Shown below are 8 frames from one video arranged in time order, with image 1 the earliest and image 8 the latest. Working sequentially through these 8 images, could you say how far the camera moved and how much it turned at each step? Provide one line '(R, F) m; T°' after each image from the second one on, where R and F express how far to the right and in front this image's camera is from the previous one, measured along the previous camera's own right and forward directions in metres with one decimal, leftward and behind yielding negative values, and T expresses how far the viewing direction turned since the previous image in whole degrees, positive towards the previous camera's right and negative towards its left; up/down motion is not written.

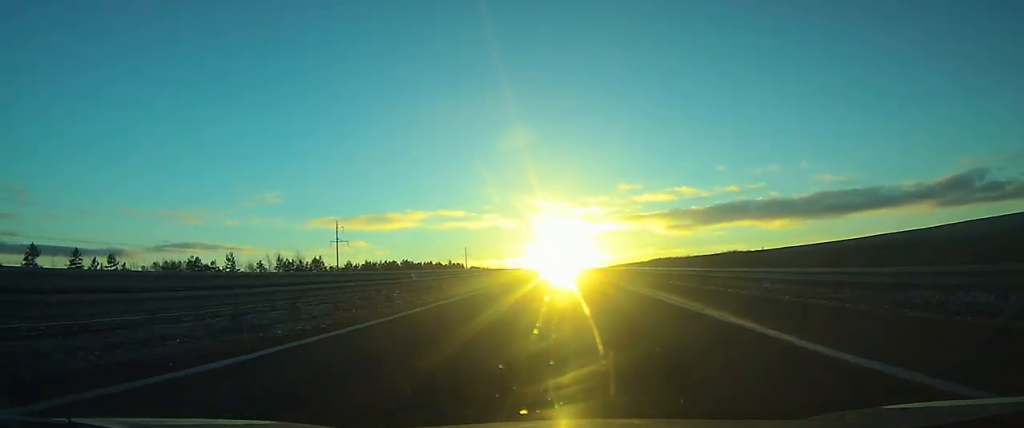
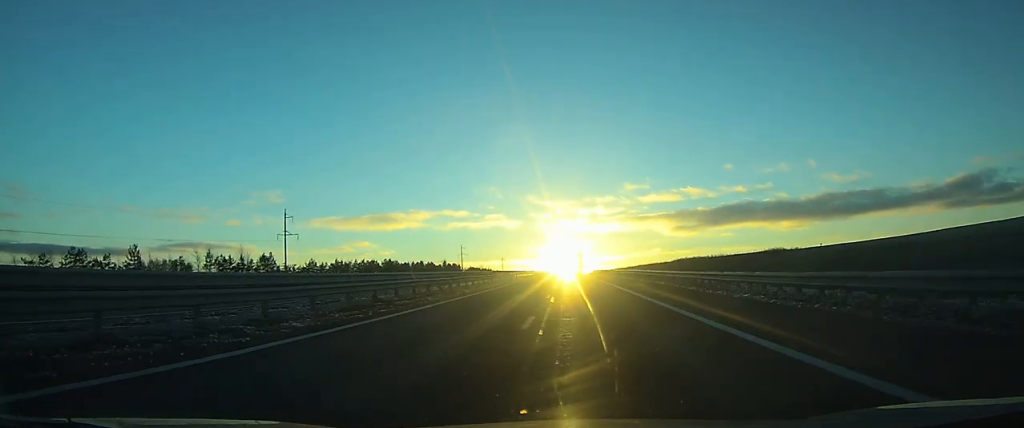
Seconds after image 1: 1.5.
(-0.2, +37.1) m; 0°
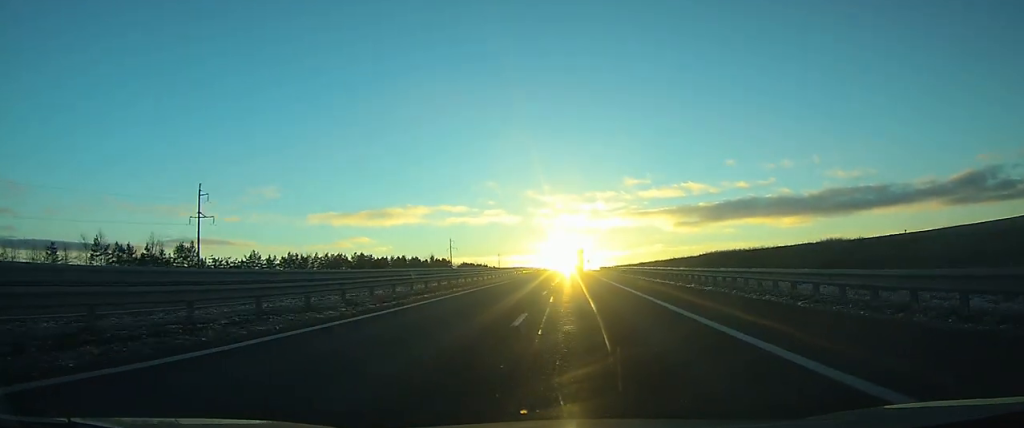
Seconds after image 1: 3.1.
(-0.1, +35.2) m; 0°
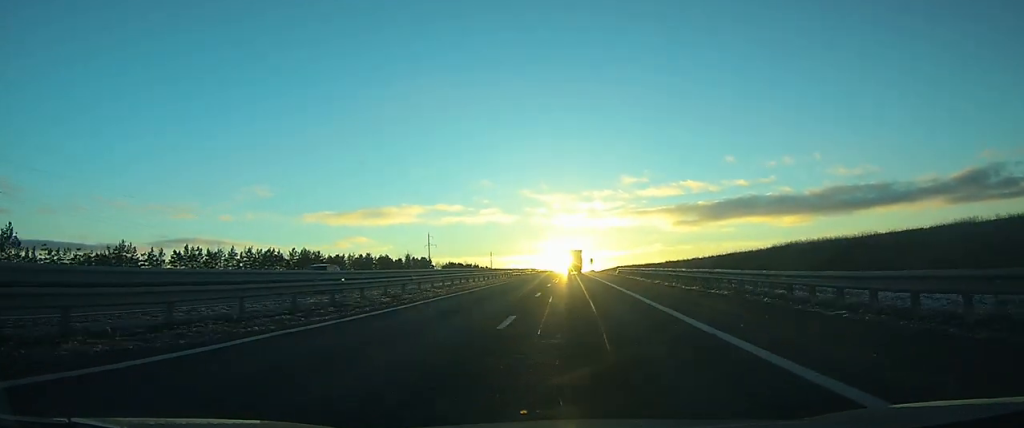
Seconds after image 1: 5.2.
(+0.2, +47.0) m; 0°
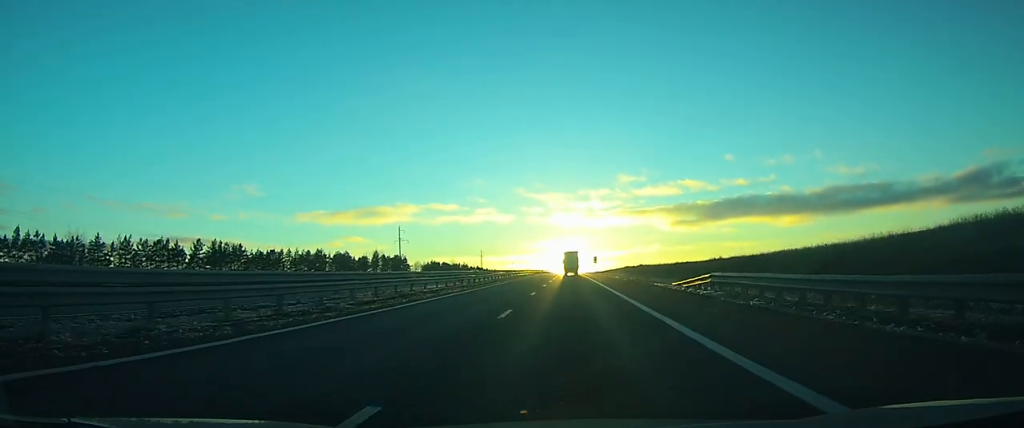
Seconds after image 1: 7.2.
(+0.2, +45.5) m; 0°
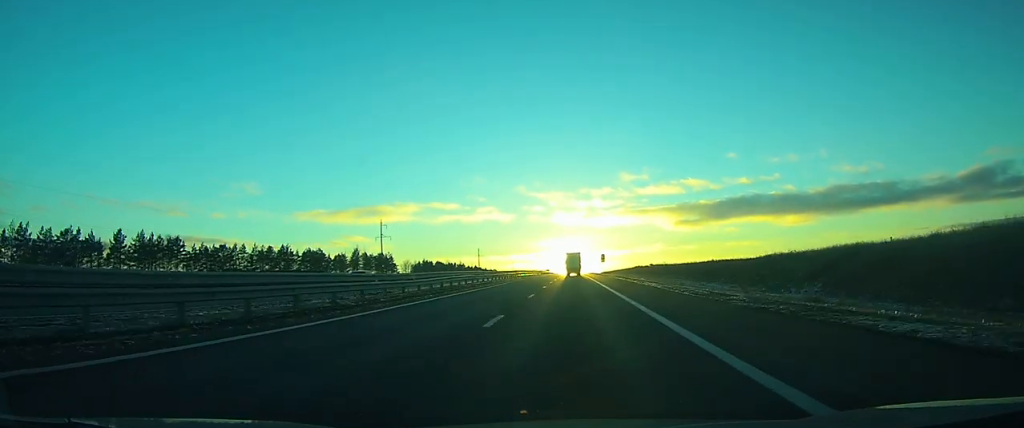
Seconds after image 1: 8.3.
(0.0, +26.7) m; 0°
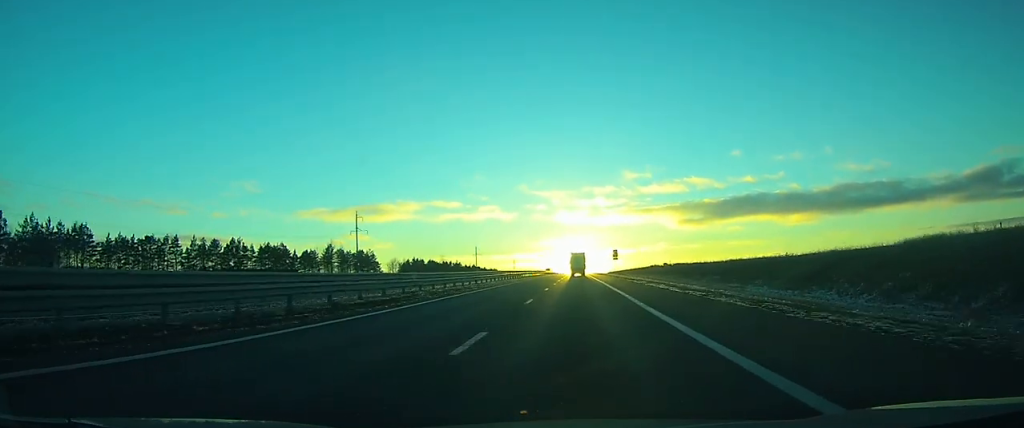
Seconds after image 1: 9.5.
(-0.1, +28.4) m; 0°
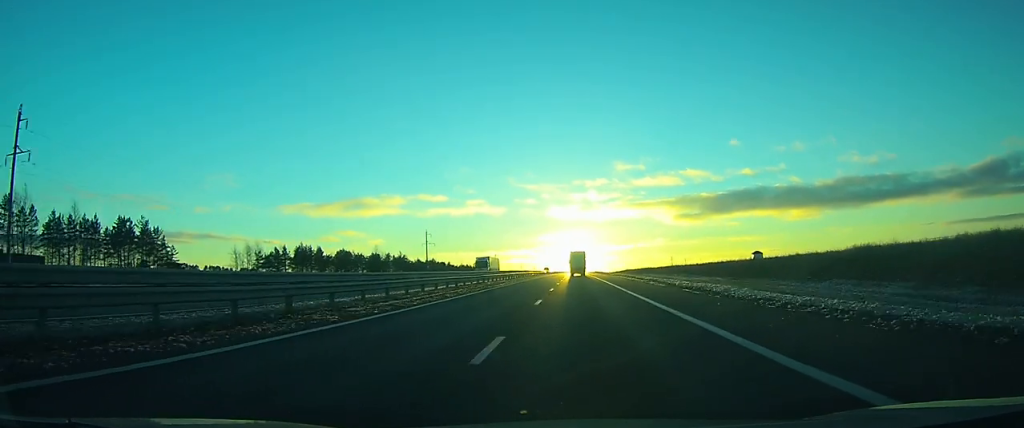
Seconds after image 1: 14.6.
(-1.0, +116.4) m; 0°
